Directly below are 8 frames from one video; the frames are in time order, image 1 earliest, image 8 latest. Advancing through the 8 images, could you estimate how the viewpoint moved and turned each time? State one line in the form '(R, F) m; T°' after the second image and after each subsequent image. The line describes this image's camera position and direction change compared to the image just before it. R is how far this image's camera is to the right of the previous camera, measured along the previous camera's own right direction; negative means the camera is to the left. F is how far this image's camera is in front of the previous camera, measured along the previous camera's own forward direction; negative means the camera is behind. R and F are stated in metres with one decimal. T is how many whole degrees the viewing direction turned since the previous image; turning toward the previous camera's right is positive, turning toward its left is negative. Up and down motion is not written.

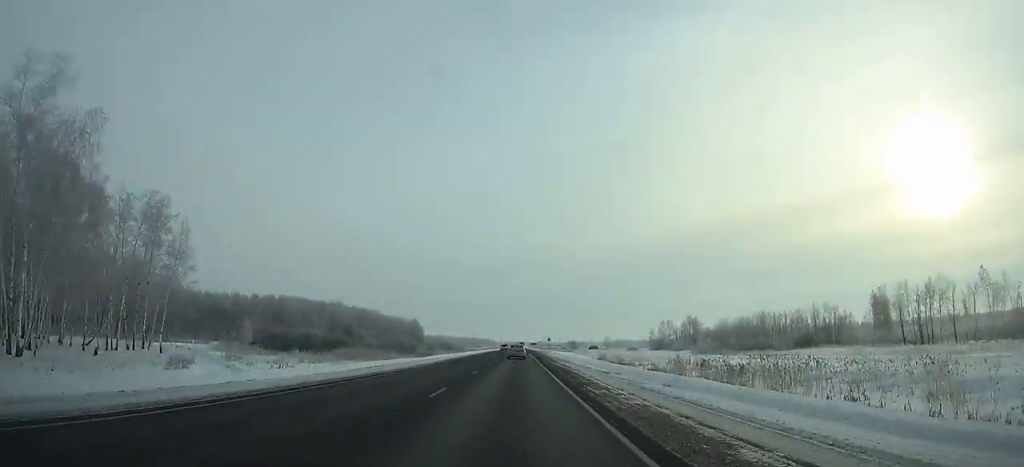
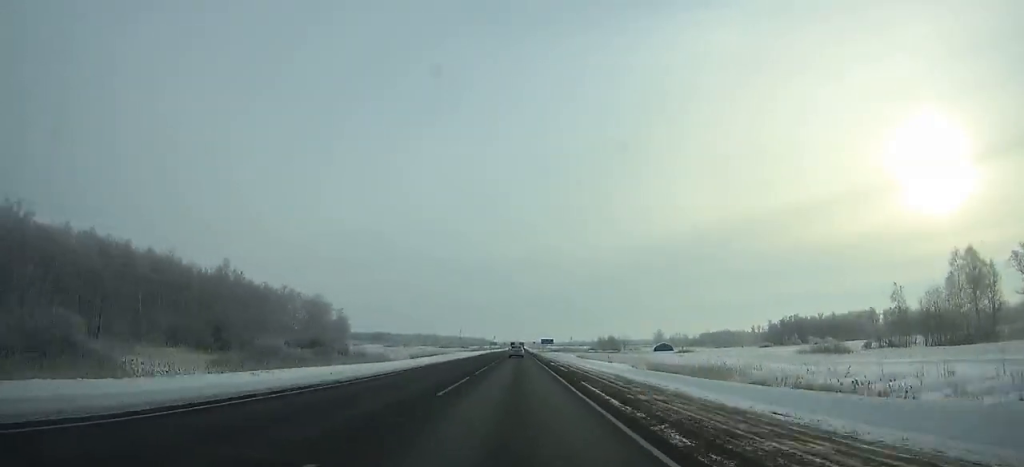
(+0.3, +163.7) m; 0°
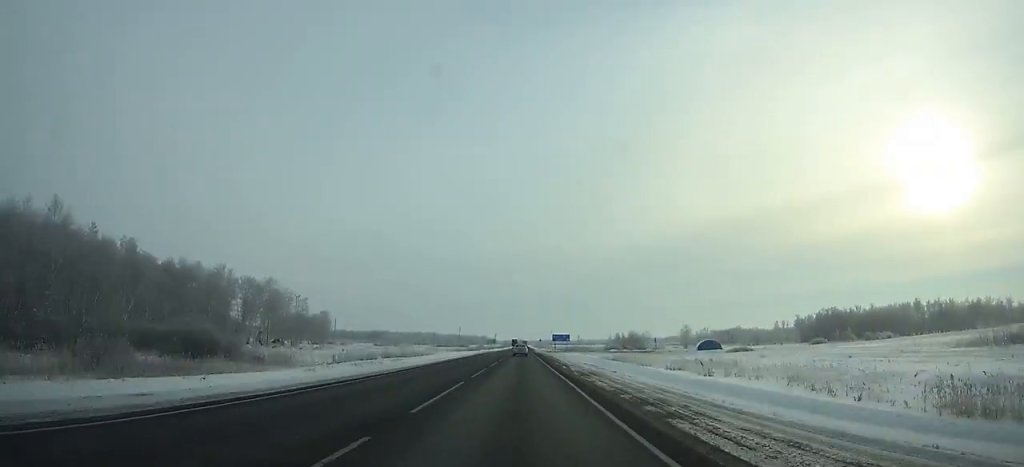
(0.0, +39.0) m; 0°
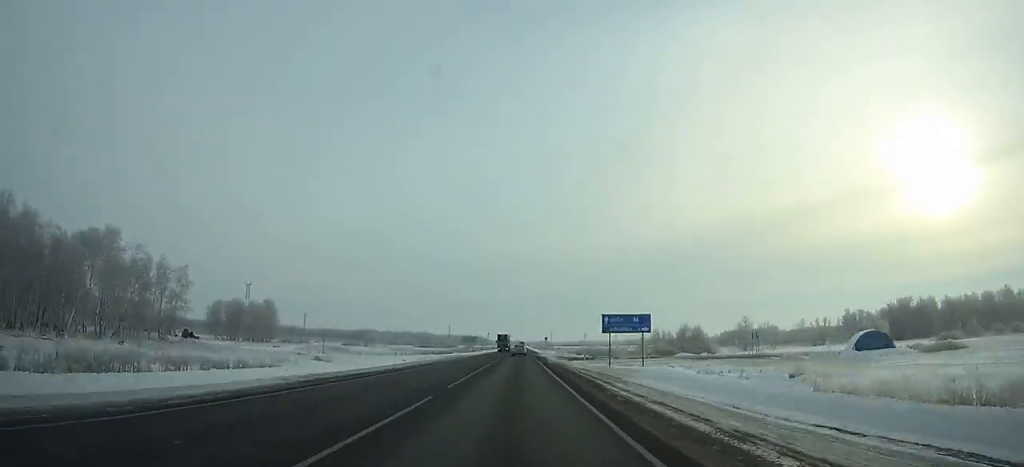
(0.0, +64.8) m; 0°
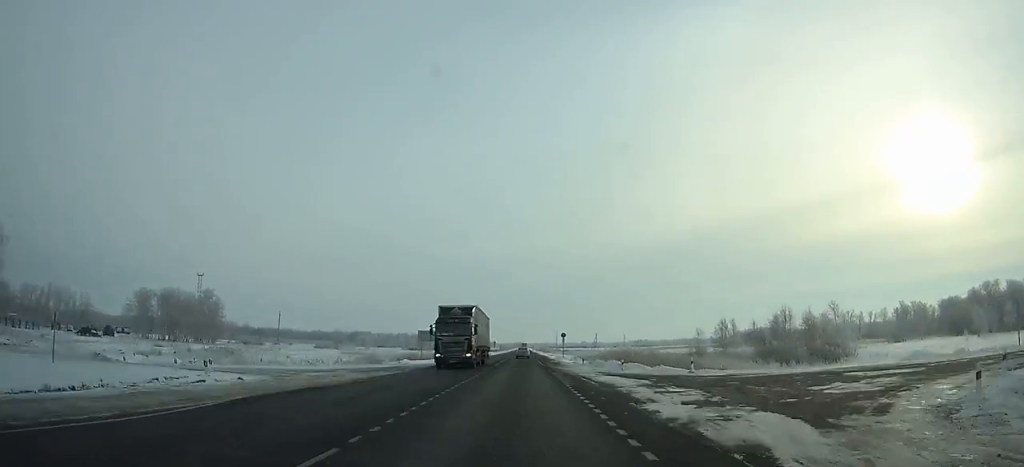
(0.0, +49.2) m; 0°
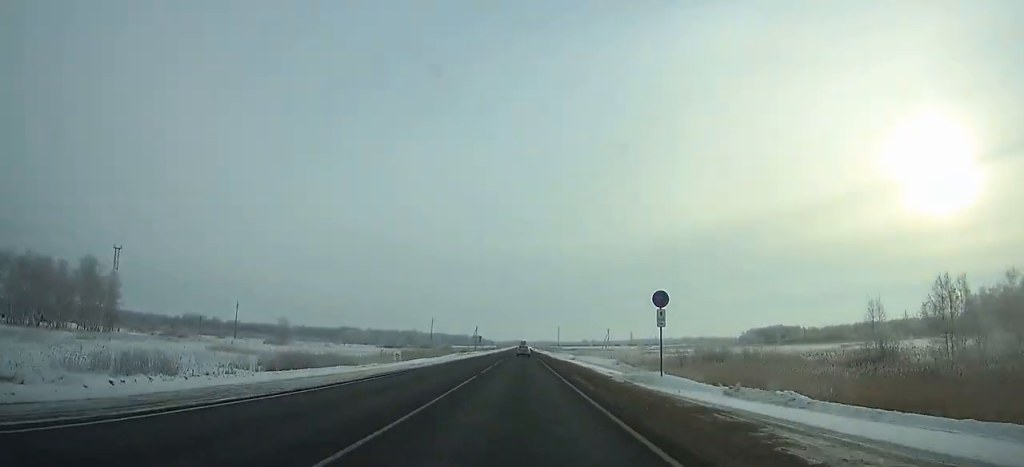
(-0.1, +57.4) m; 0°
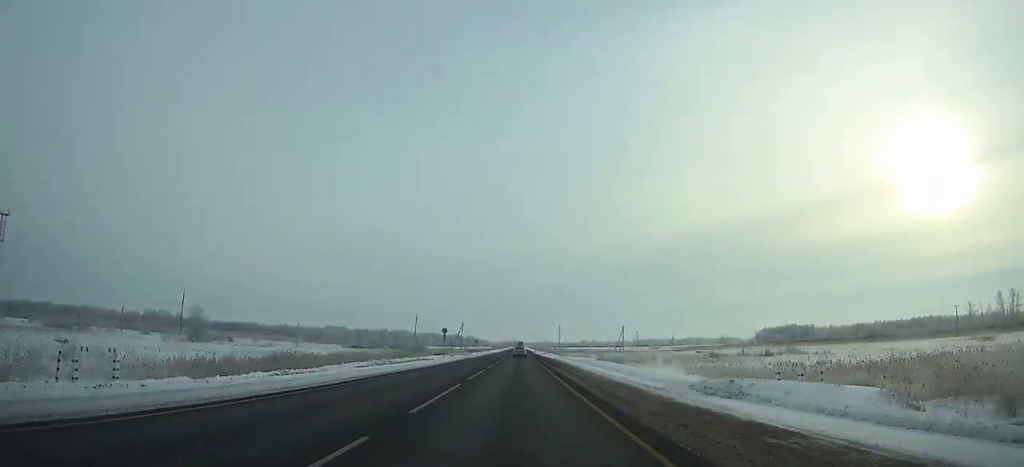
(0.0, +52.4) m; 0°
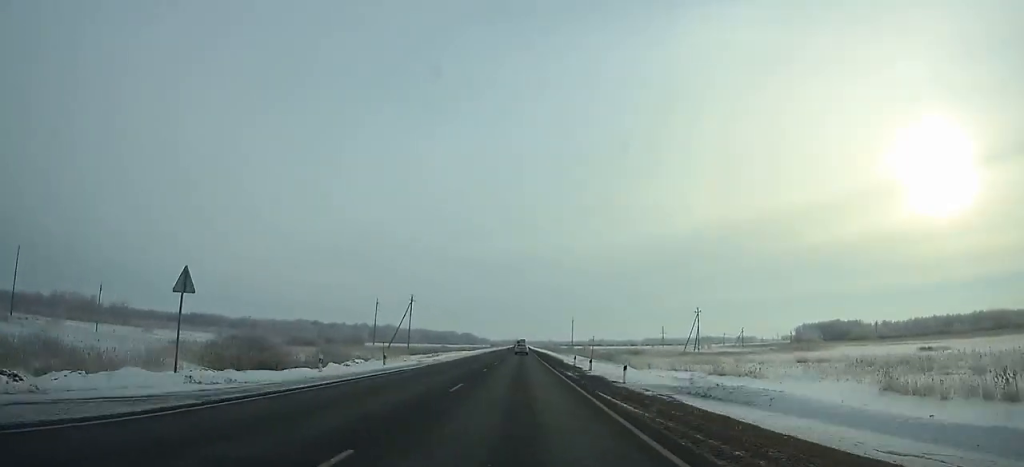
(+0.4, +106.3) m; 0°
